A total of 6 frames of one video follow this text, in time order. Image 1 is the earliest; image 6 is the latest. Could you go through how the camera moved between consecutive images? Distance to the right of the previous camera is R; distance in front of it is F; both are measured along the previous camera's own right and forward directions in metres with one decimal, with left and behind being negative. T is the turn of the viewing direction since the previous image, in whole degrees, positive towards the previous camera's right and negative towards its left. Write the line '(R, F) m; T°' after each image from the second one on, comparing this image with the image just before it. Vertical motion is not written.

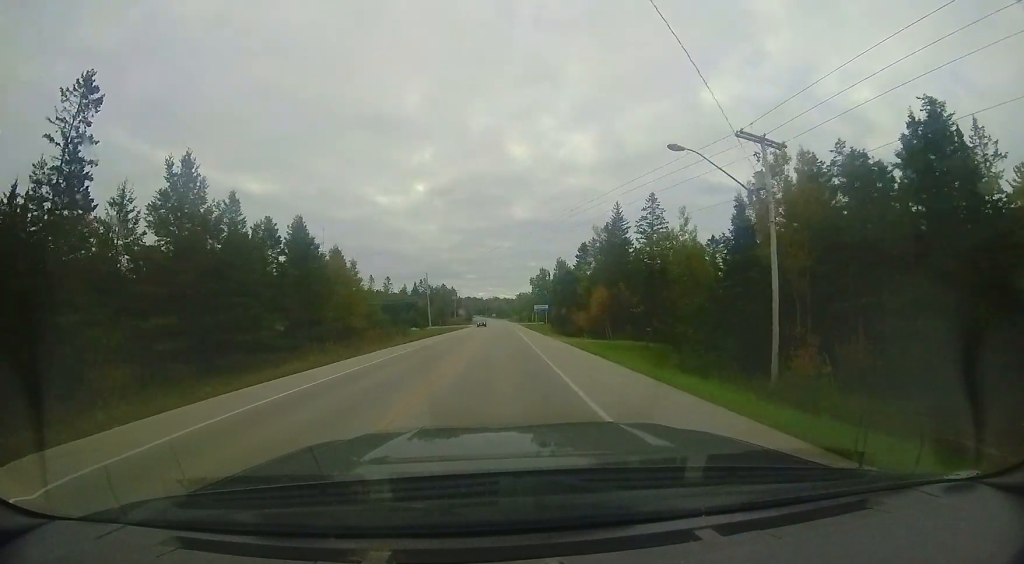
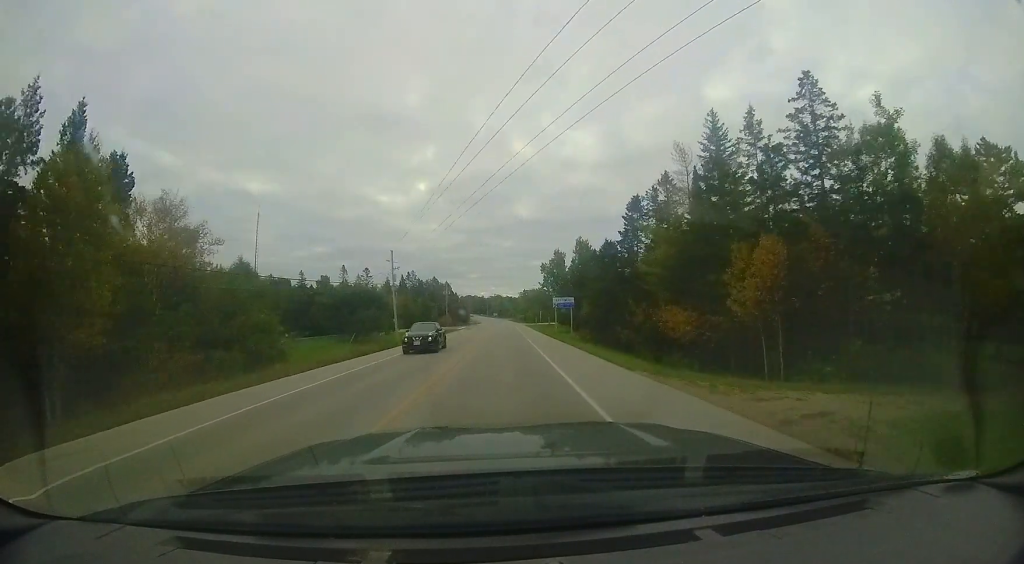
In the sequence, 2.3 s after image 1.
(-0.4, +24.6) m; -1°
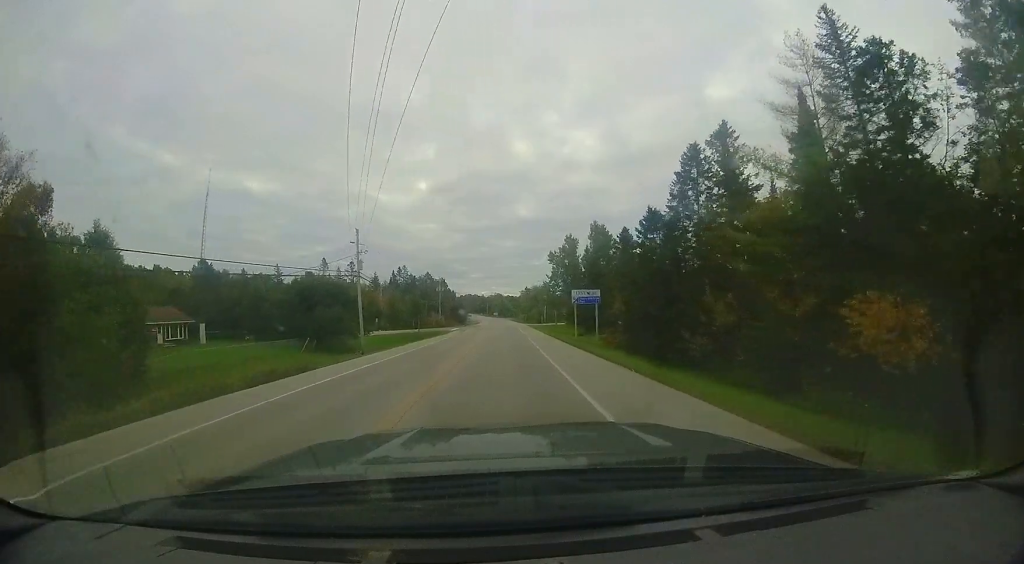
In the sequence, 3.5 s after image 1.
(0.0, +12.3) m; +1°
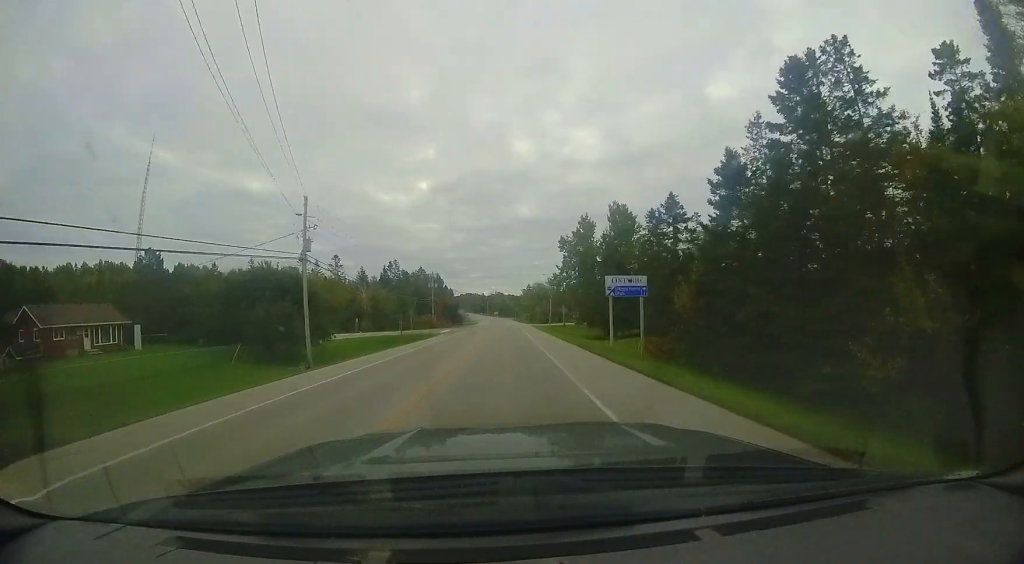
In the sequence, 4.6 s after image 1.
(+0.2, +11.1) m; +1°
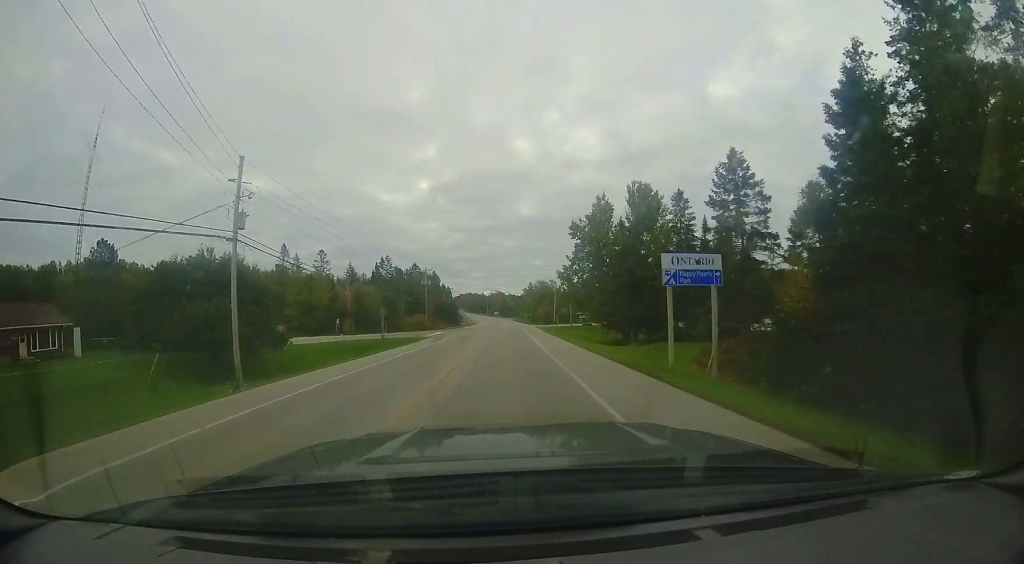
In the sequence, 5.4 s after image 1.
(+0.1, +8.2) m; 0°
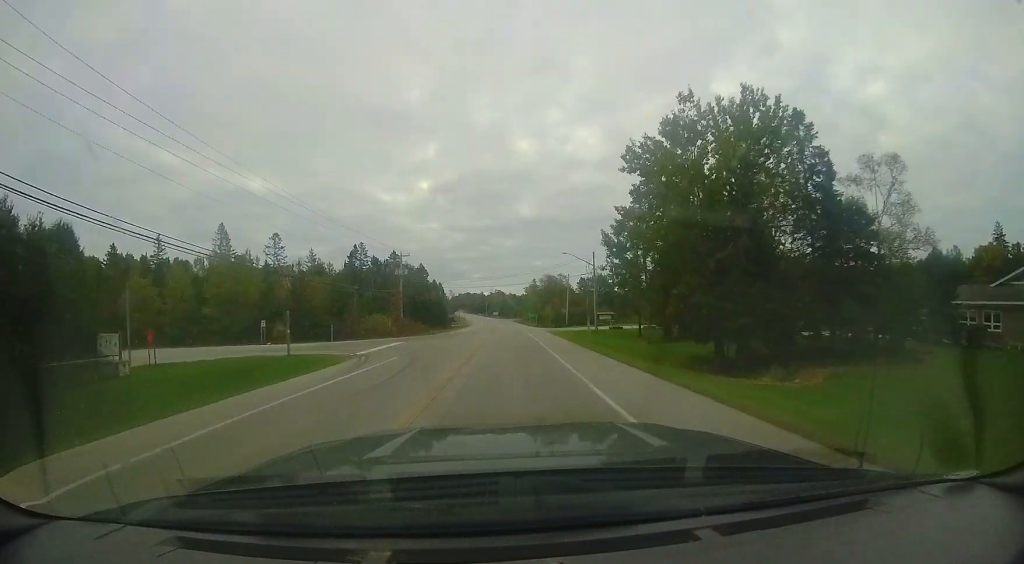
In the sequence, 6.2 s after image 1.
(0.0, +9.3) m; -1°
